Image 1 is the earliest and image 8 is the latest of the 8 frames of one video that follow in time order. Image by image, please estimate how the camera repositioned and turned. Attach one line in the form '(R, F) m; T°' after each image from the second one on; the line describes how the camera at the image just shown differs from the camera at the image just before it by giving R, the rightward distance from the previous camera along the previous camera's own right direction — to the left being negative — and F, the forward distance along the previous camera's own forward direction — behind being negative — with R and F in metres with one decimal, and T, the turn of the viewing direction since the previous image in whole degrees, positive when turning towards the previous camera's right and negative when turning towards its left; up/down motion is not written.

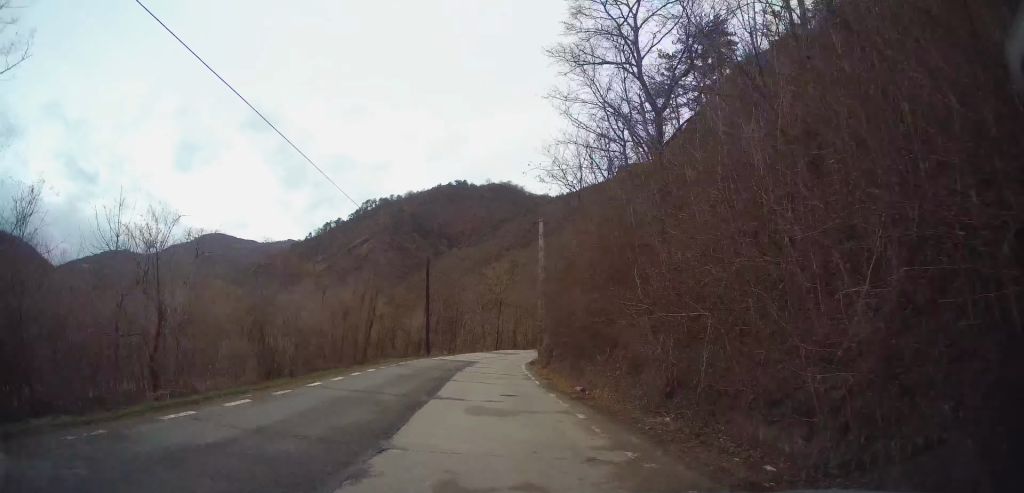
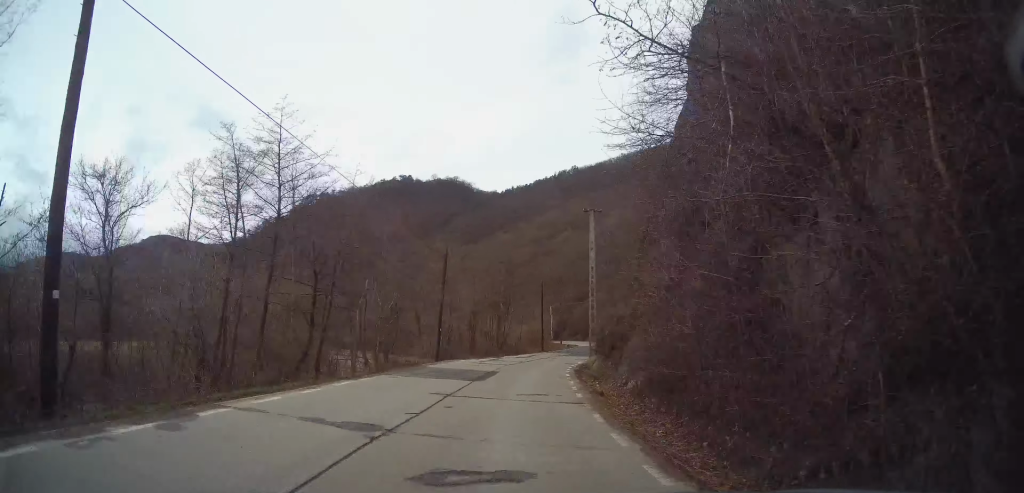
(+0.8, +35.0) m; +6°
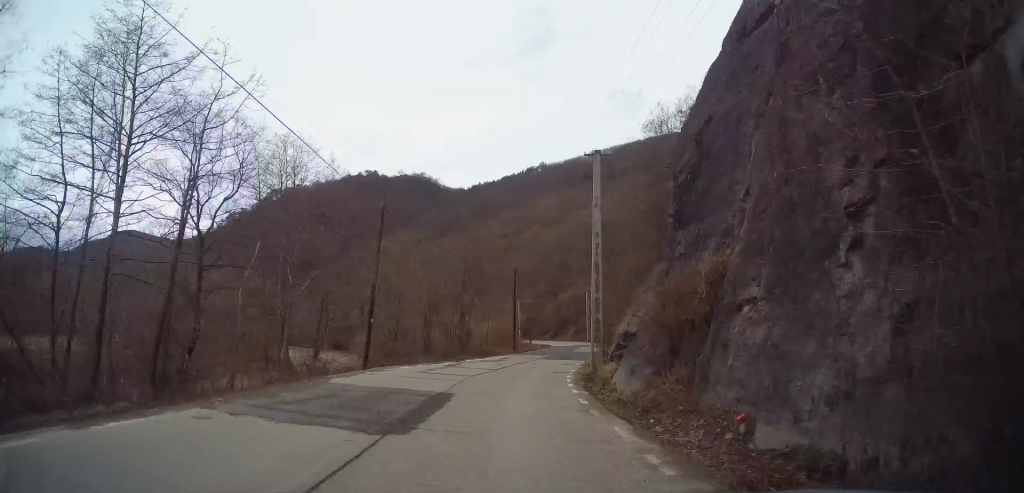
(+0.2, +9.9) m; +4°
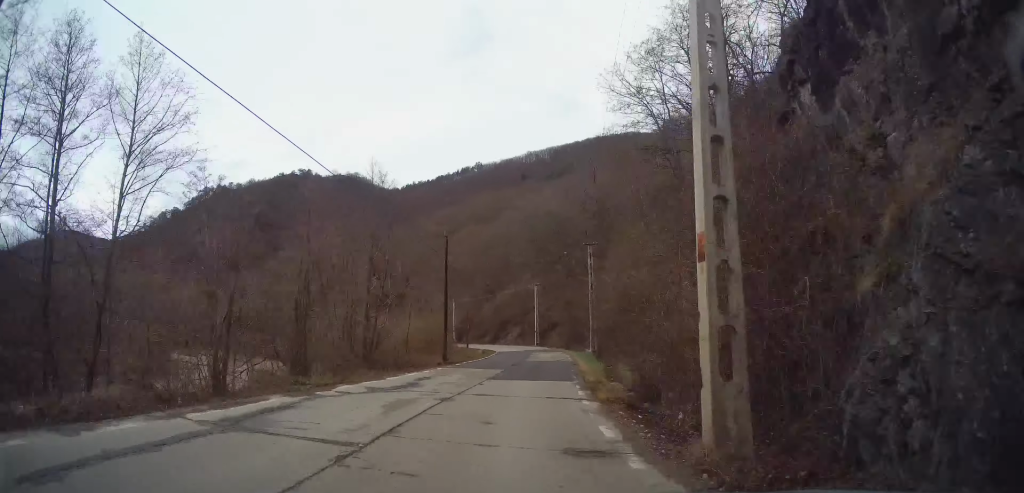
(+0.7, +15.5) m; +8°
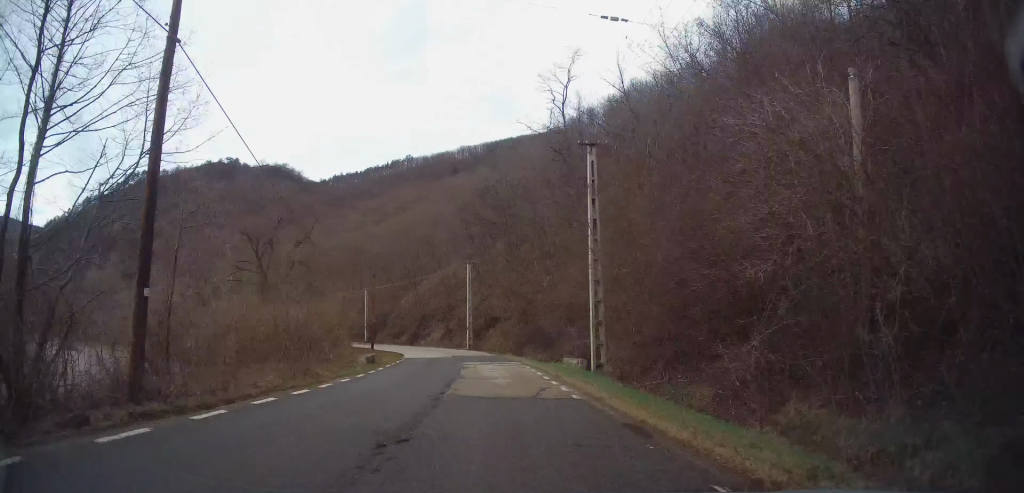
(+1.7, +22.1) m; +4°
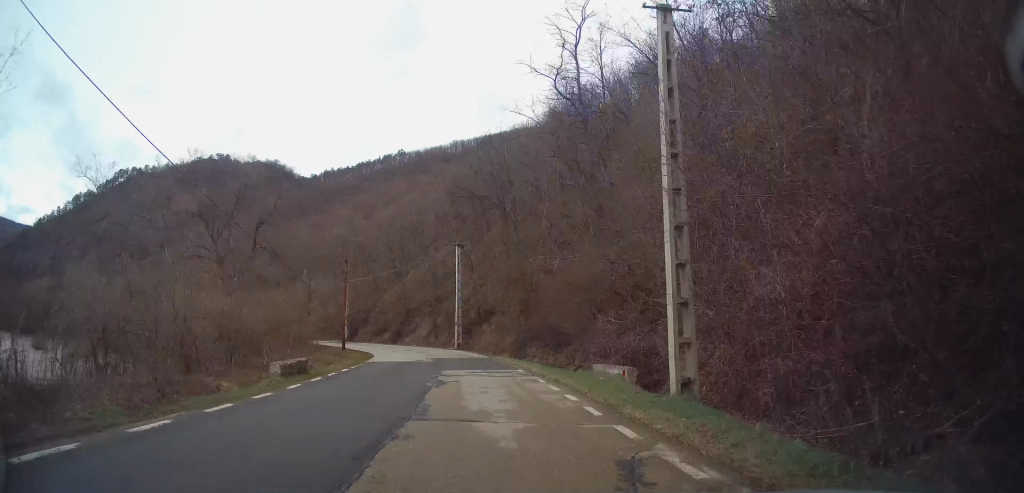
(-0.2, +9.0) m; 0°
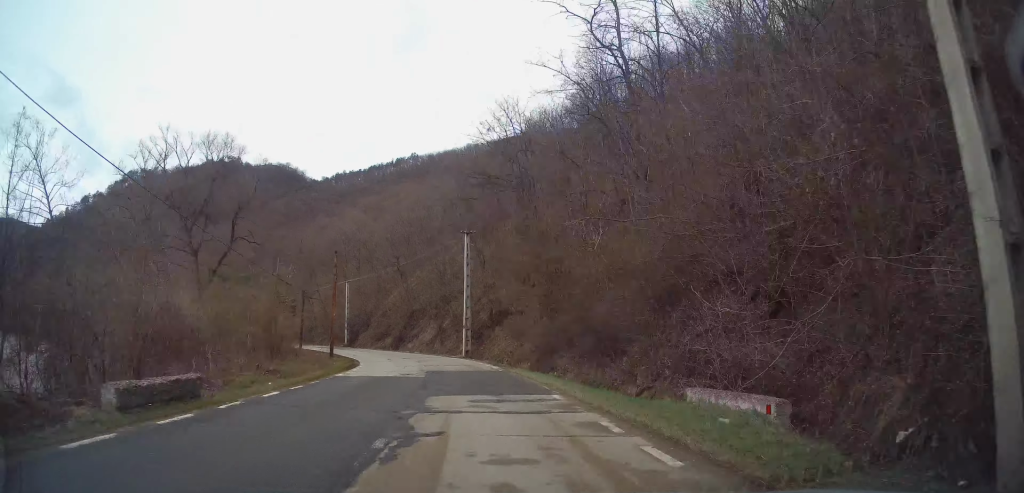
(0.0, +7.3) m; -1°
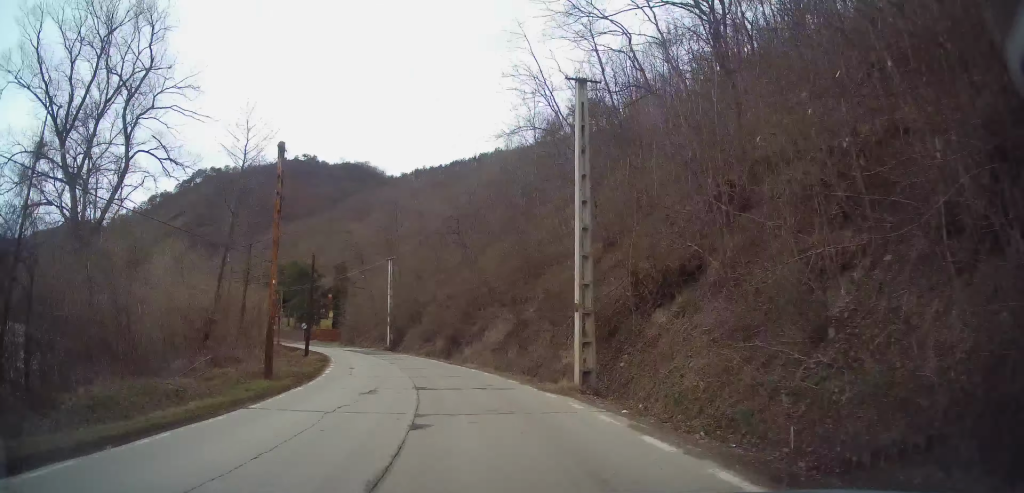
(-1.1, +23.0) m; -7°
